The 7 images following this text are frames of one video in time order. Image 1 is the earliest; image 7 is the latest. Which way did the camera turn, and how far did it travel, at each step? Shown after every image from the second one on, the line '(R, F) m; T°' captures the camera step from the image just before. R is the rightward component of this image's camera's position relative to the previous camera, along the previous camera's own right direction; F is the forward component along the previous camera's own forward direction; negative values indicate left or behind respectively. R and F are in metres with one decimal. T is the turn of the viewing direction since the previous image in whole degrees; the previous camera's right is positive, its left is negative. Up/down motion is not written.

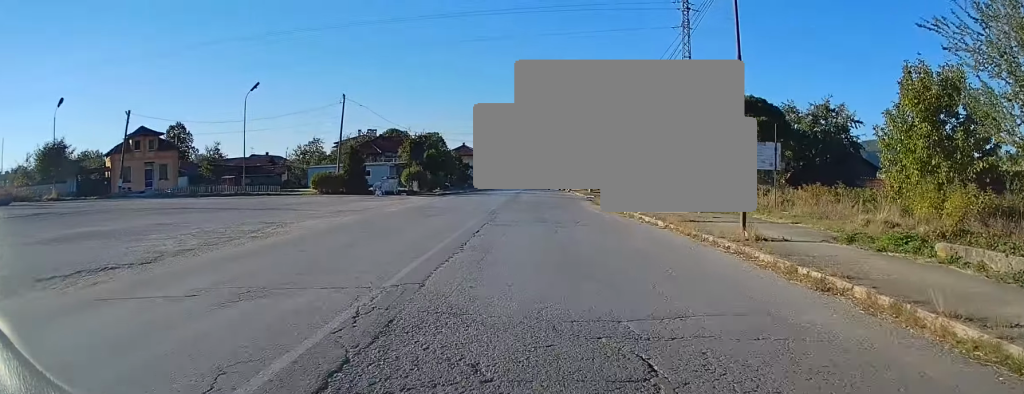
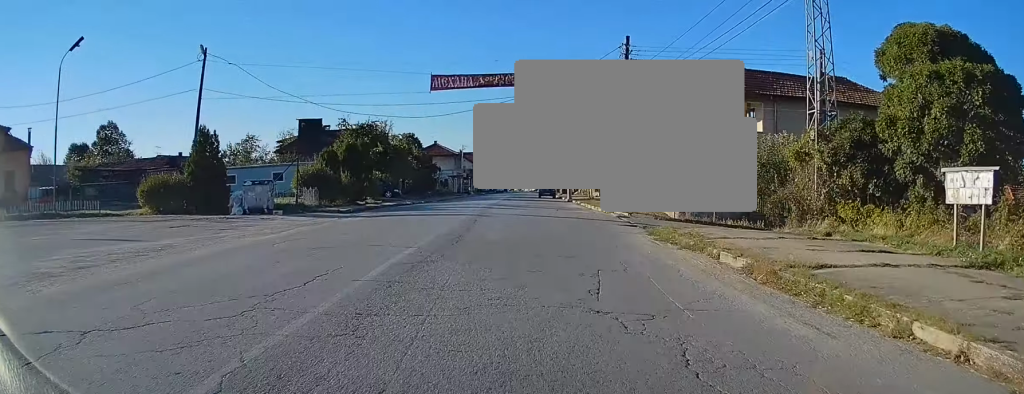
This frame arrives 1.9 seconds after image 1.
(-0.3, +24.6) m; -1°
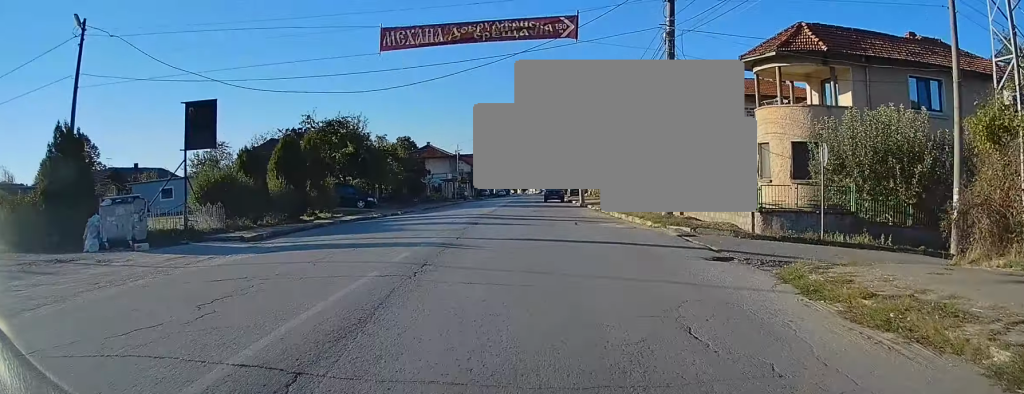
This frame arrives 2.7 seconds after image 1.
(-0.1, +10.9) m; 0°
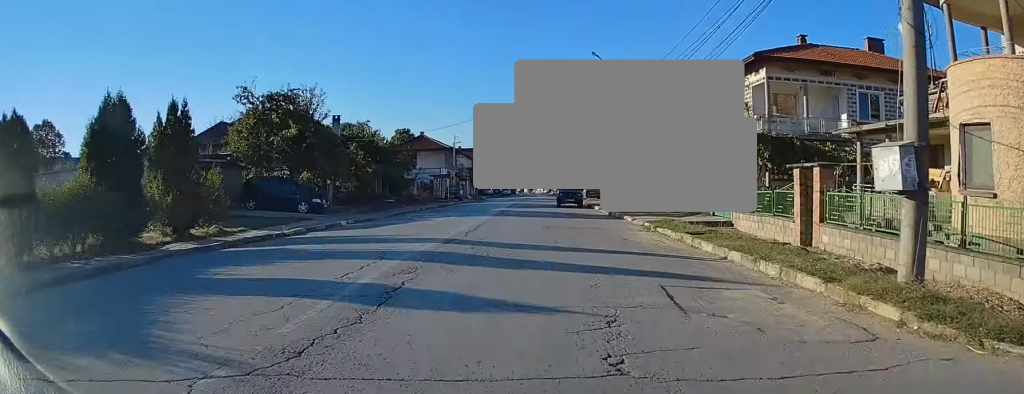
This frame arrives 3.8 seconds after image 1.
(+0.1, +13.7) m; -1°
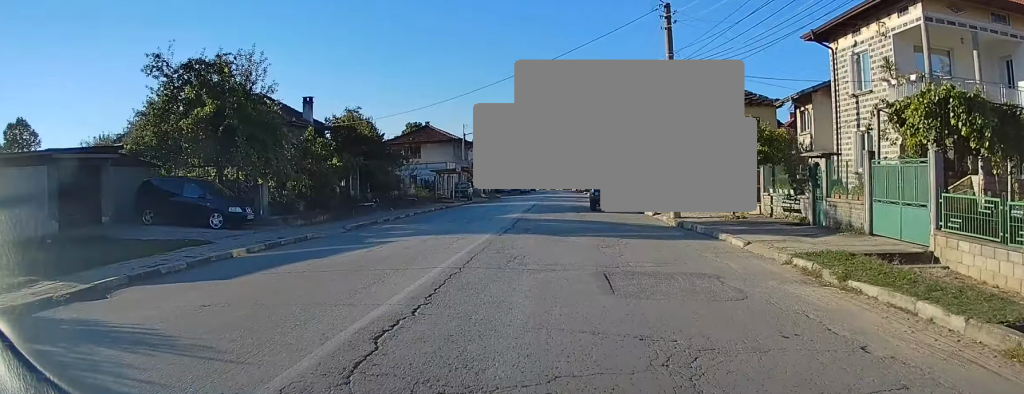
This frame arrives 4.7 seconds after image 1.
(-0.2, +12.1) m; 0°
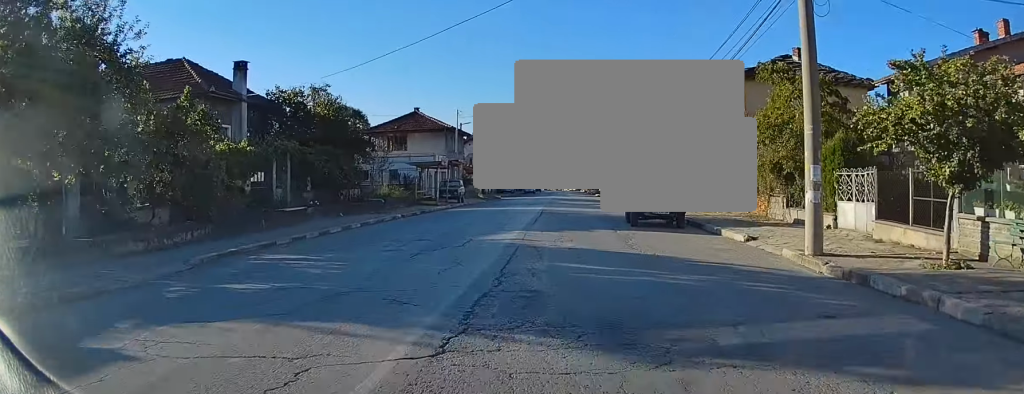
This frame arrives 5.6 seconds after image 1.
(+0.2, +12.1) m; 0°
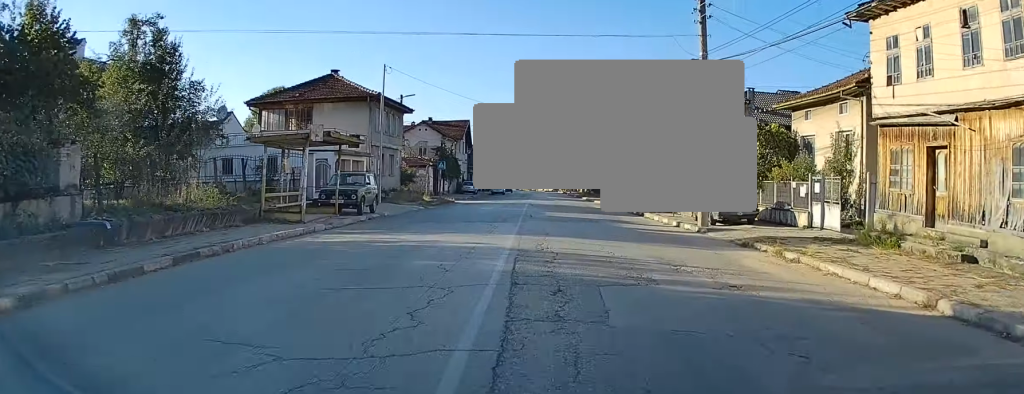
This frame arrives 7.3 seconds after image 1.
(-0.7, +22.0) m; 0°
